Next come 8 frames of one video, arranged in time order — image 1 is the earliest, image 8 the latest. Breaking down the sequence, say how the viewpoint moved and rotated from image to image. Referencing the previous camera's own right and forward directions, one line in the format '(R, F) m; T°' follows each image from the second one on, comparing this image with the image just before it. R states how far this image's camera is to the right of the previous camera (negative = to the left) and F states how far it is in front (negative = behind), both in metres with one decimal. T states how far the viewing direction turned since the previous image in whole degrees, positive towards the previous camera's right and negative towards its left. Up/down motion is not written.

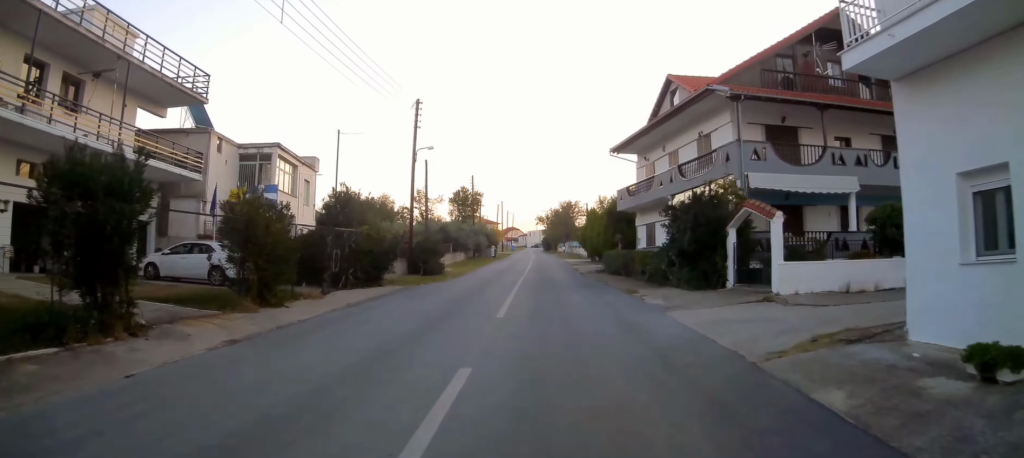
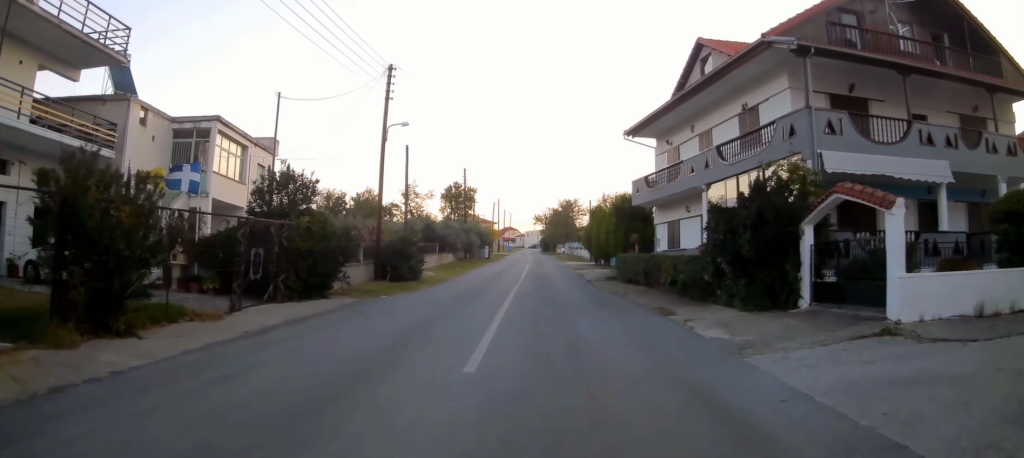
(+0.2, +5.9) m; +1°
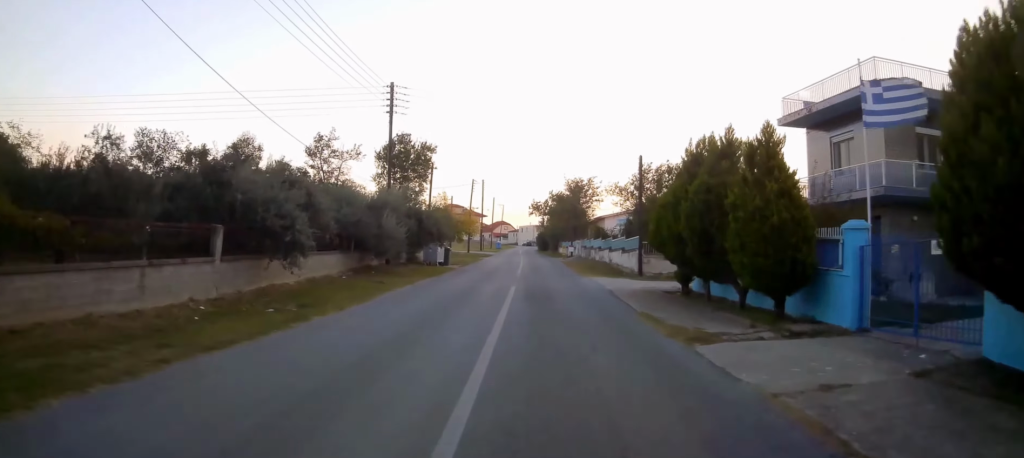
(+0.6, +30.3) m; +1°
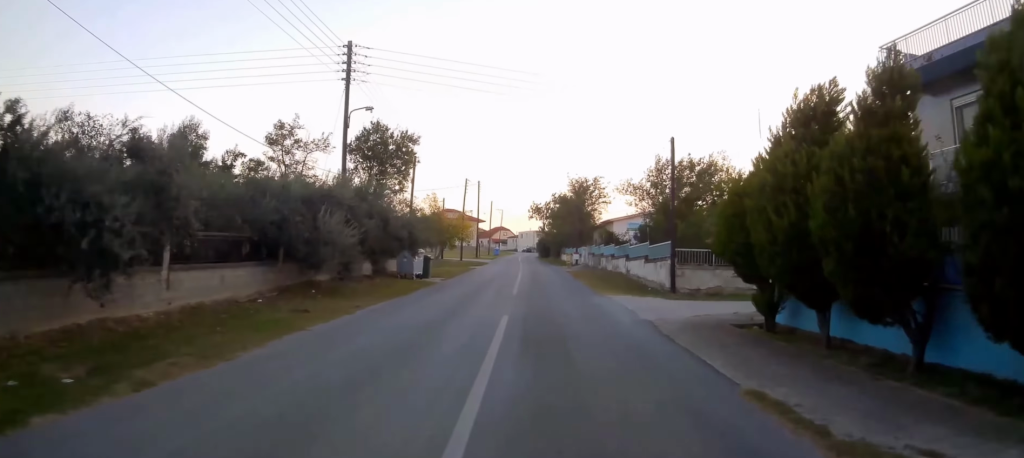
(0.0, +7.2) m; 0°
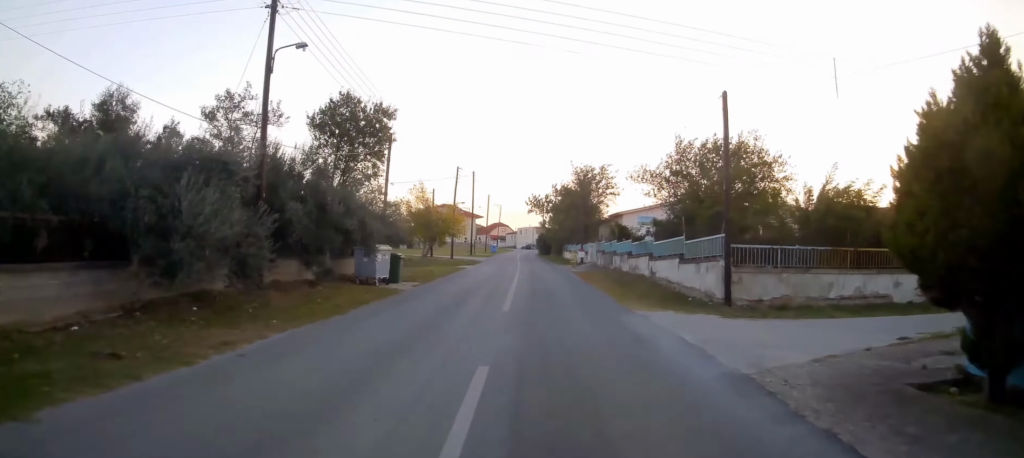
(0.0, +6.8) m; 0°
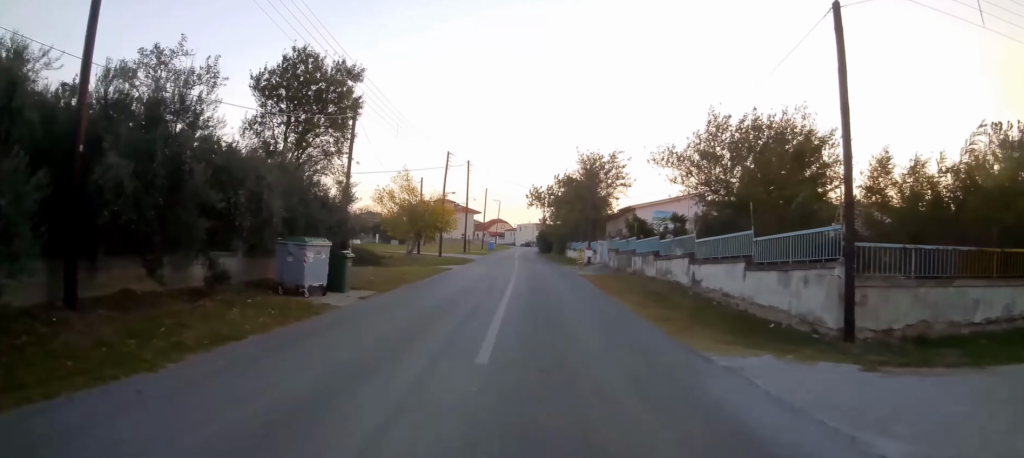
(0.0, +6.8) m; 0°
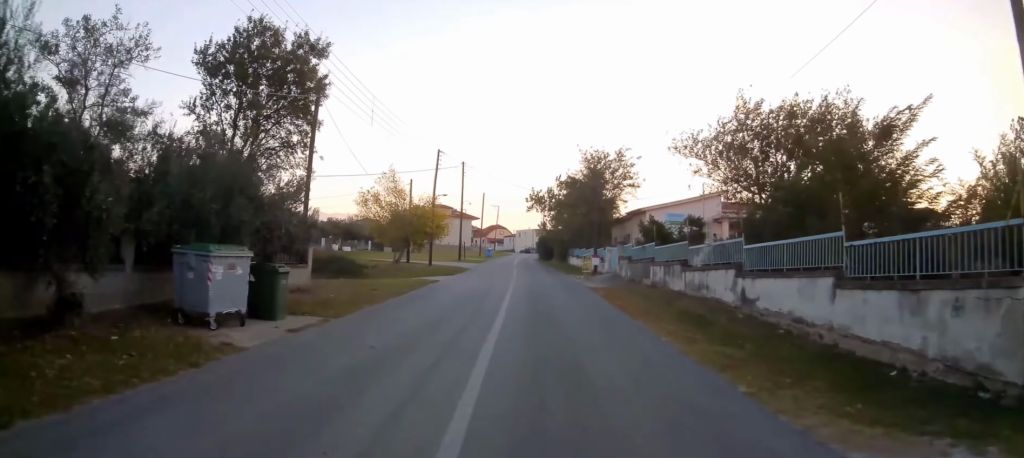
(0.0, +4.6) m; -1°
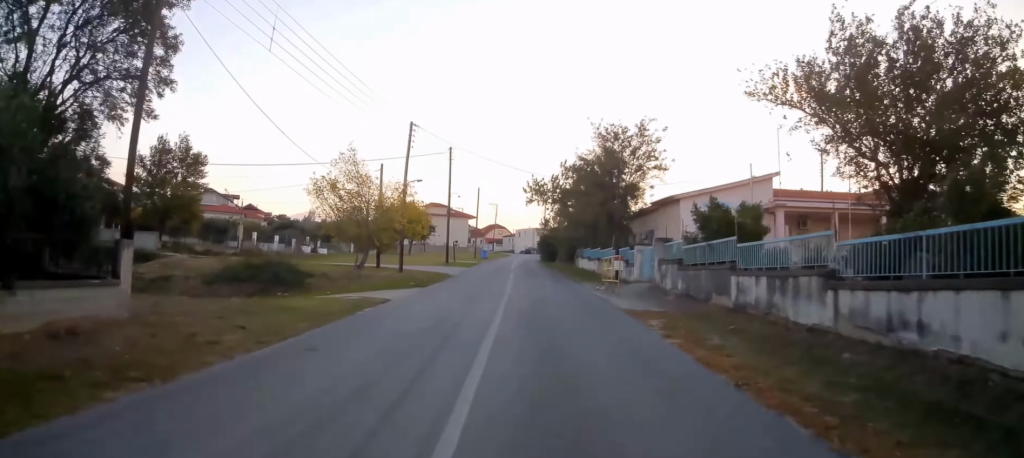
(-0.2, +10.0) m; -1°
